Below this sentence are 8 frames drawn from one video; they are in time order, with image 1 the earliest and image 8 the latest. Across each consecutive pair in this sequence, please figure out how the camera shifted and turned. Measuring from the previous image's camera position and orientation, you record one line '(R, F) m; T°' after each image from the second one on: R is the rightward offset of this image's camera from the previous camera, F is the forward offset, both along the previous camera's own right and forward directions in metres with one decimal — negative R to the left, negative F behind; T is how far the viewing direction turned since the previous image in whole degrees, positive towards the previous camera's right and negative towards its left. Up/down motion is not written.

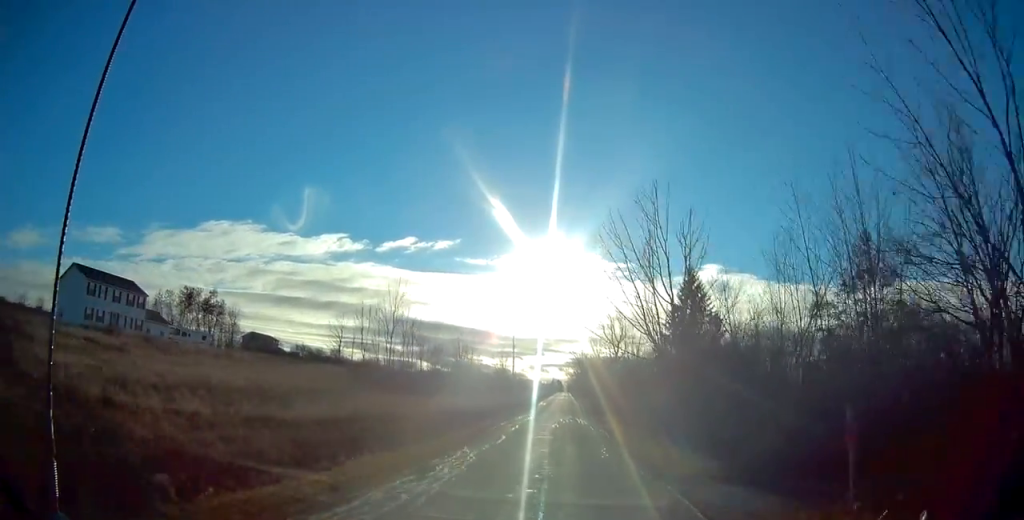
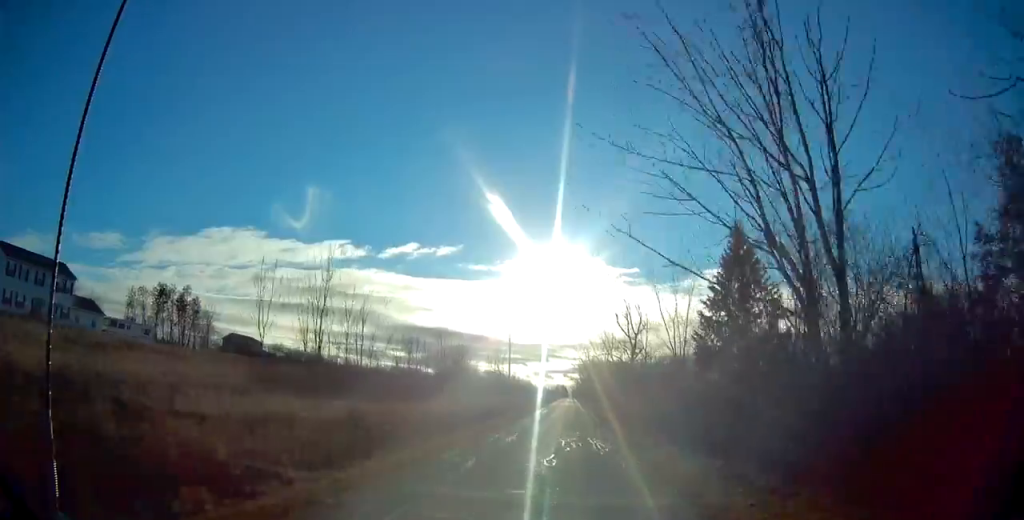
(+0.1, +16.6) m; +1°
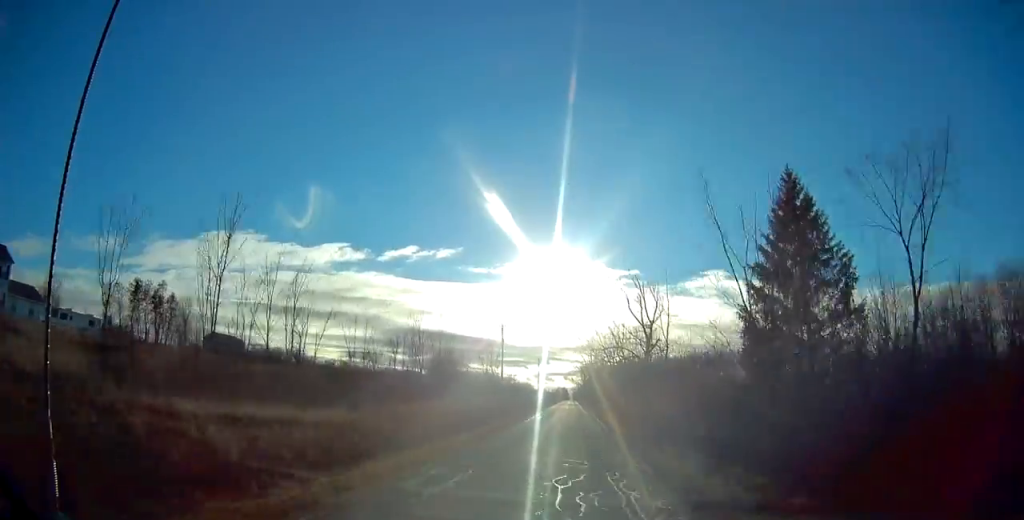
(-0.1, +12.0) m; +1°
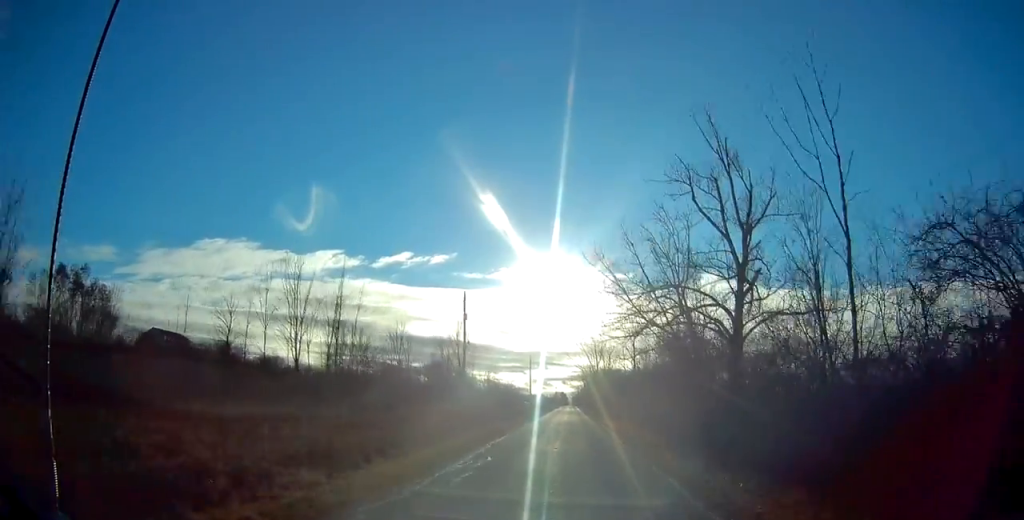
(+0.1, +30.8) m; 0°
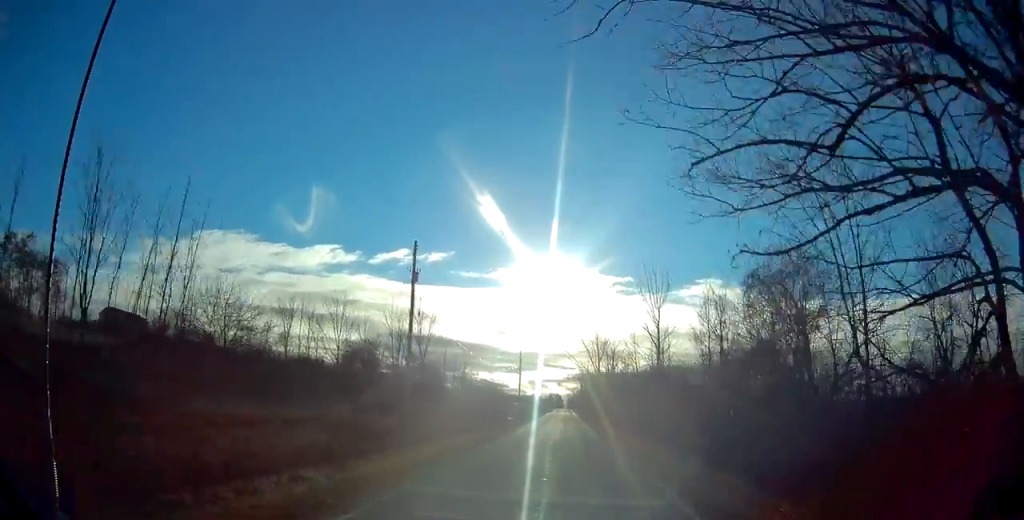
(+0.1, +18.7) m; 0°
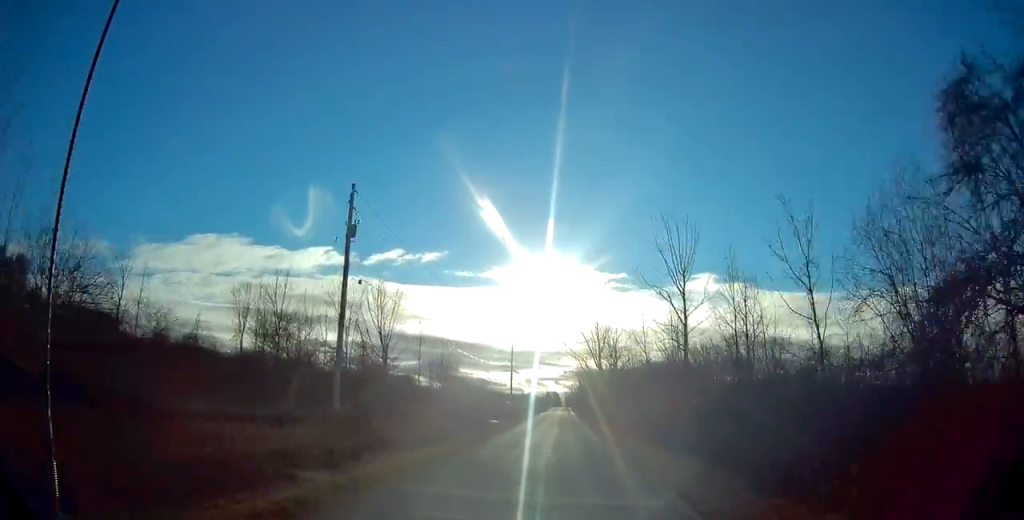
(0.0, +11.2) m; 0°
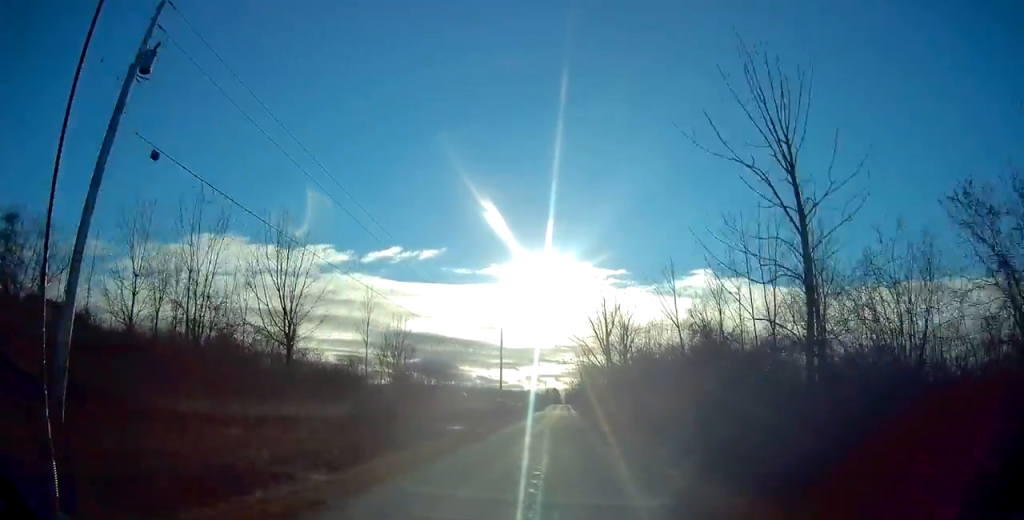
(-0.1, +16.8) m; 0°
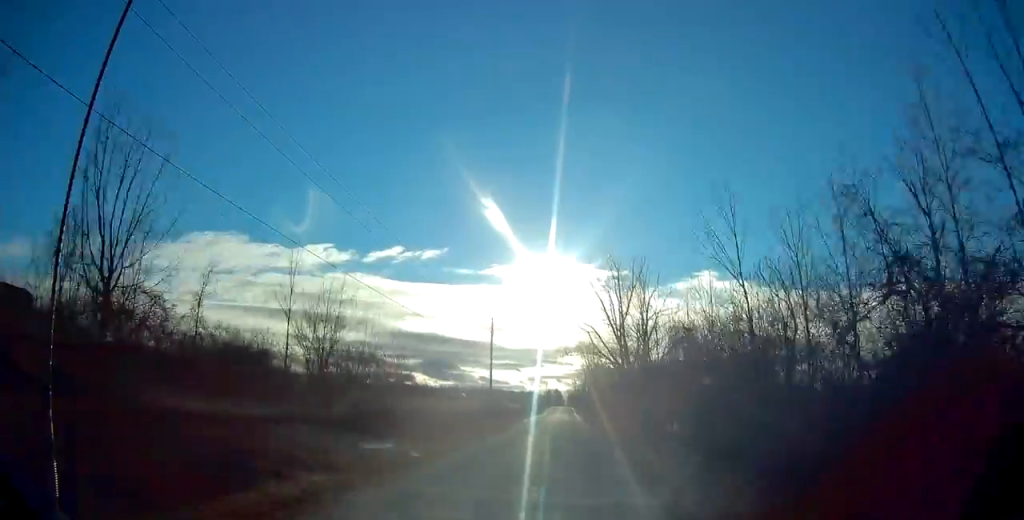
(+0.1, +14.5) m; +1°
